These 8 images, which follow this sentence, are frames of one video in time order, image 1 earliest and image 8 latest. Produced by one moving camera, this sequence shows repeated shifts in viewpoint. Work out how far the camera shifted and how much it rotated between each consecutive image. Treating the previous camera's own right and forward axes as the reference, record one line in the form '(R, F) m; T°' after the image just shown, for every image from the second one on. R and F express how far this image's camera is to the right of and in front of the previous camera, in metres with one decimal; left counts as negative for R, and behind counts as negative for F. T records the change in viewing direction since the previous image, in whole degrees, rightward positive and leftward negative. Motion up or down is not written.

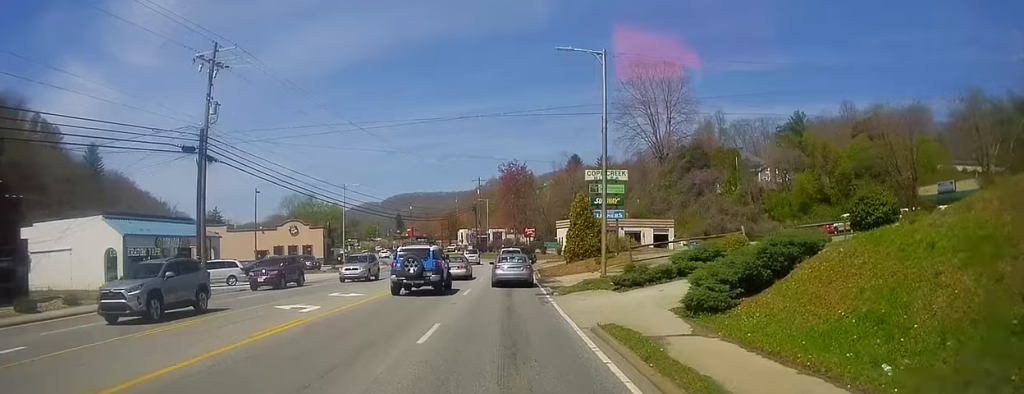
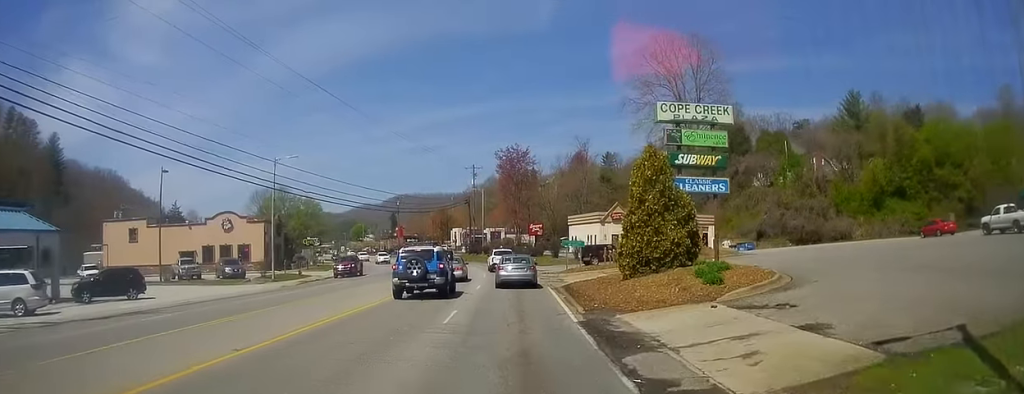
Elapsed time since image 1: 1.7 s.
(+0.4, +21.0) m; +2°
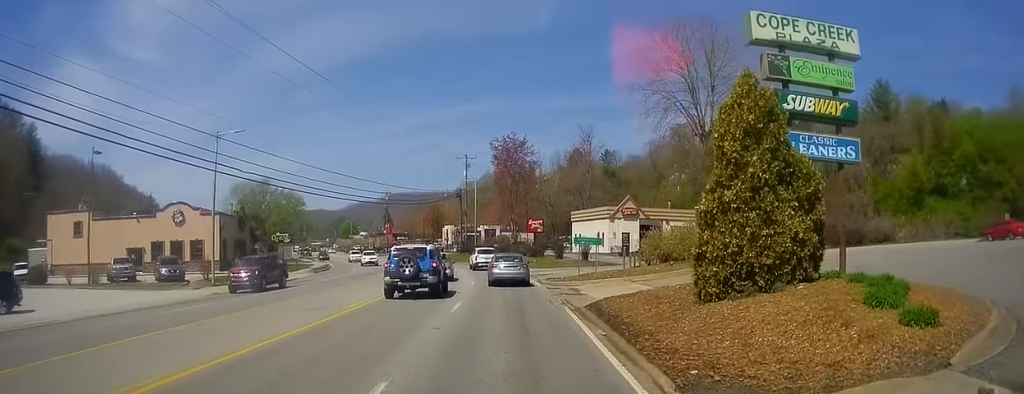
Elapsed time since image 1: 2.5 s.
(-0.2, +9.7) m; 0°
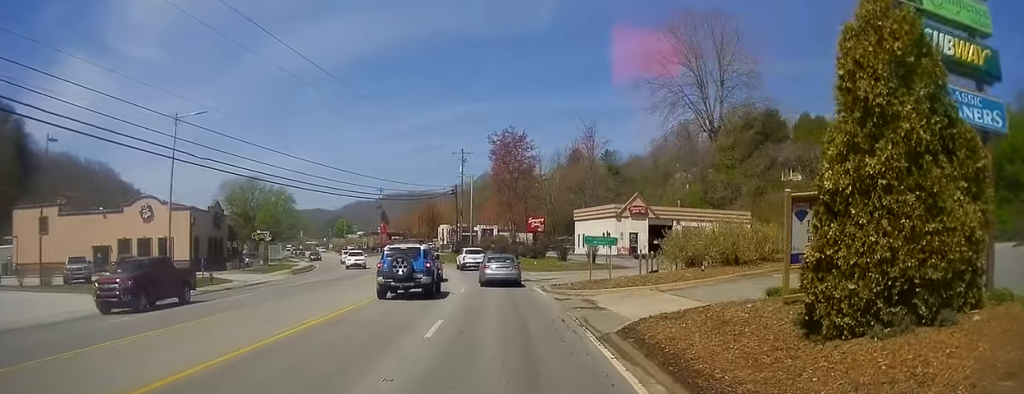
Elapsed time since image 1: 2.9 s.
(0.0, +5.3) m; +1°
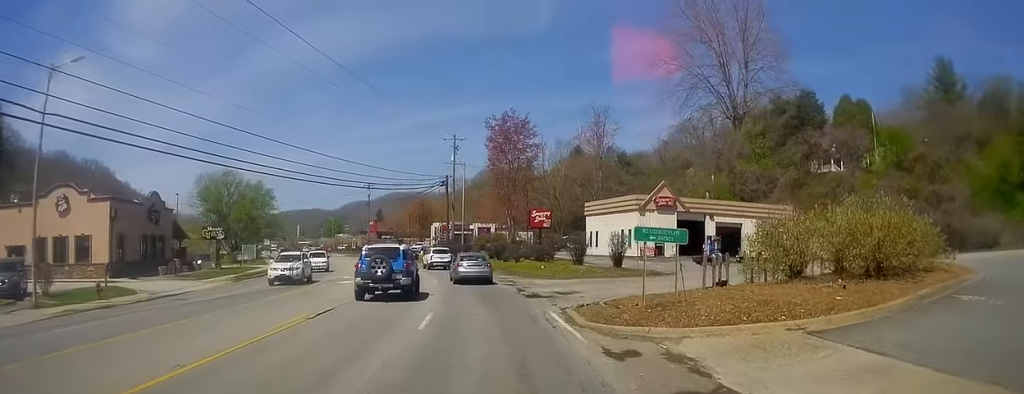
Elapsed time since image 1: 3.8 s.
(+0.2, +11.2) m; +1°
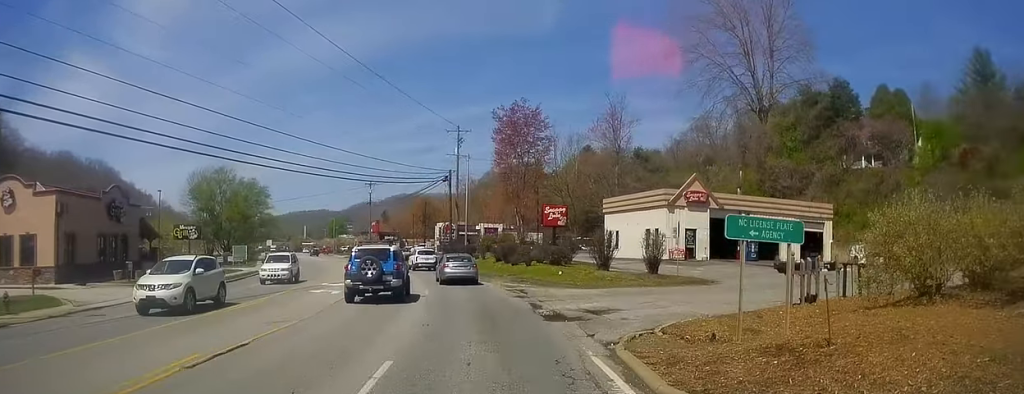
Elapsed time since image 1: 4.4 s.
(+0.2, +6.5) m; -3°
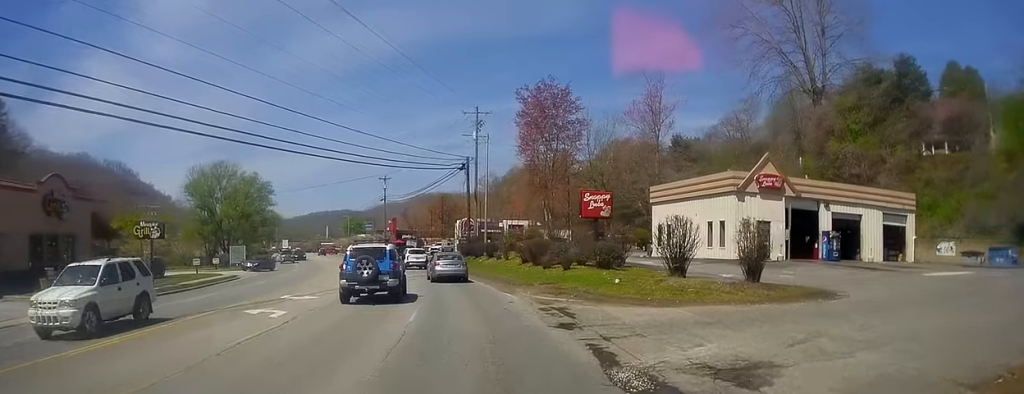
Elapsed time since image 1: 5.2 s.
(-0.4, +9.1) m; -5°
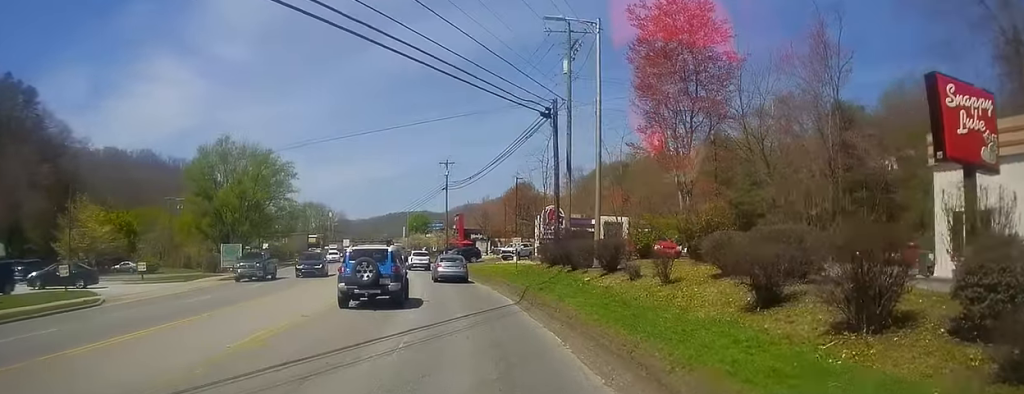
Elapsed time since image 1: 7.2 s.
(-1.6, +24.4) m; -6°
